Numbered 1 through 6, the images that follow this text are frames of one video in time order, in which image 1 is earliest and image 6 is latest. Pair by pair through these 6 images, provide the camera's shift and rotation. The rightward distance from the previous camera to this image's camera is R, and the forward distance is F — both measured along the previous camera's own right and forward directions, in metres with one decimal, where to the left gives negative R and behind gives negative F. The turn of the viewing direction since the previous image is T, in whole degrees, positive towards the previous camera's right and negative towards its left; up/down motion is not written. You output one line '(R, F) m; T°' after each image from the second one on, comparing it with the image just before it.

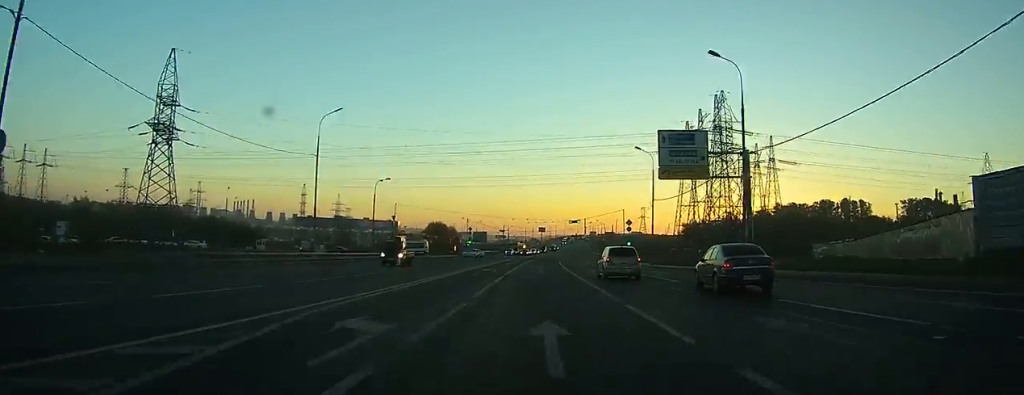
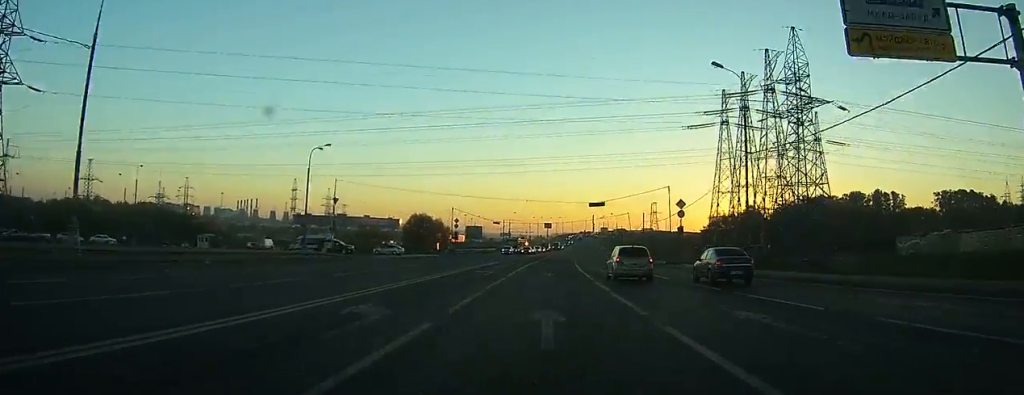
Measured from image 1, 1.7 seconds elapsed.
(-0.9, +28.5) m; -2°
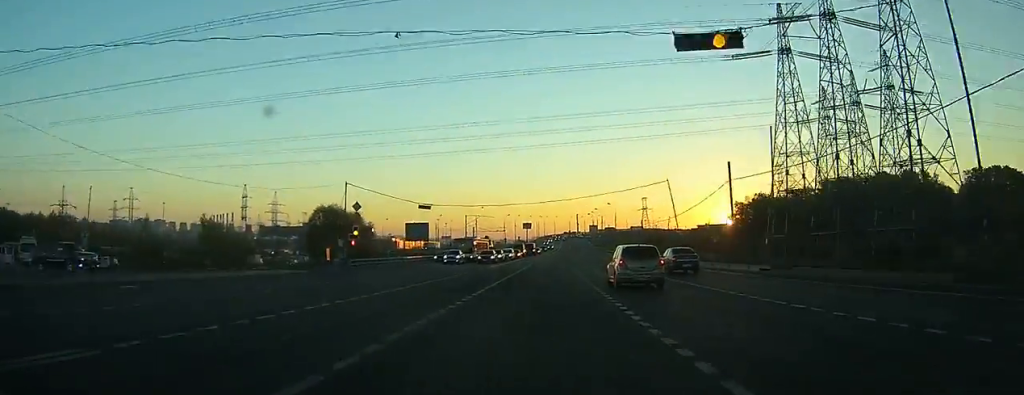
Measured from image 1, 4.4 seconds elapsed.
(-0.4, +45.5) m; 0°
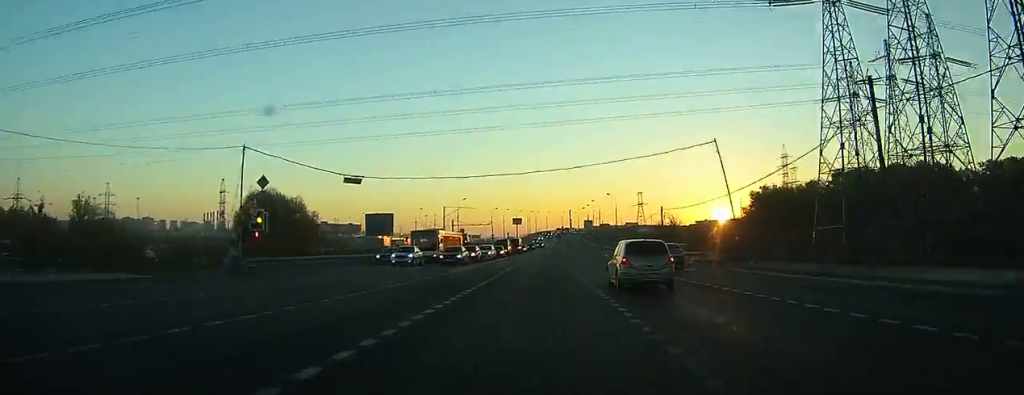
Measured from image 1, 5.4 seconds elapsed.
(0.0, +17.5) m; 0°
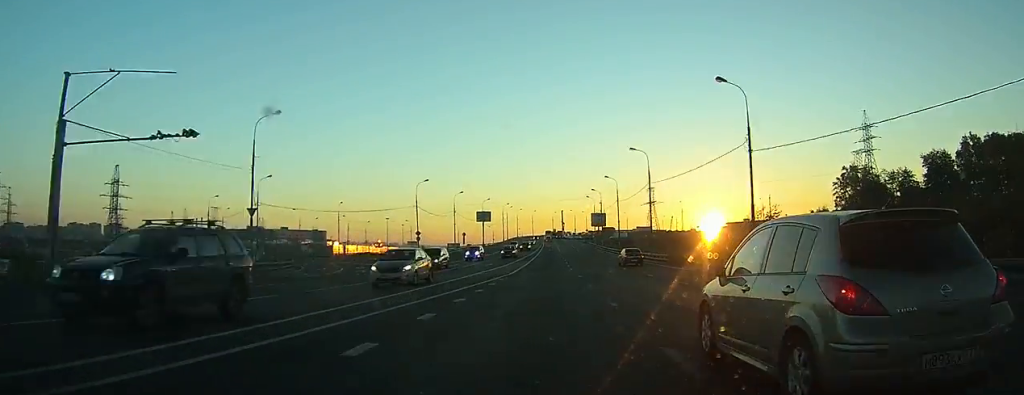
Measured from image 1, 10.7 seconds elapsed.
(+1.7, +93.7) m; +2°
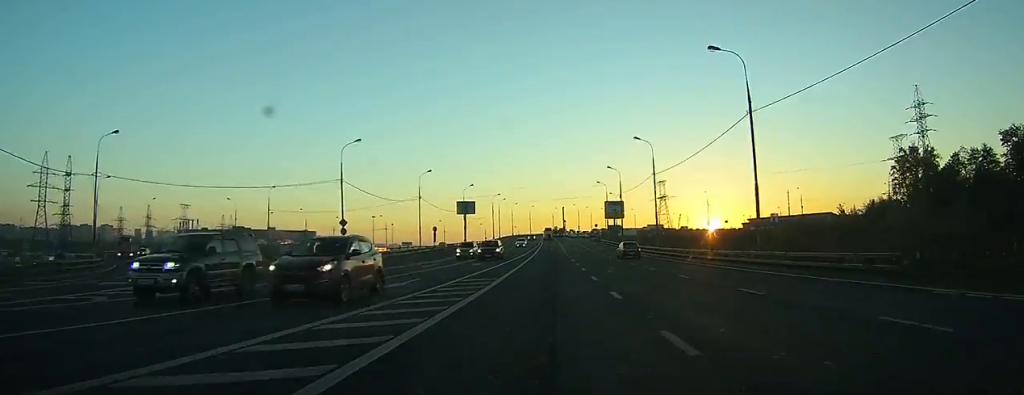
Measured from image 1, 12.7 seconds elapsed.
(-0.1, +35.1) m; 0°
